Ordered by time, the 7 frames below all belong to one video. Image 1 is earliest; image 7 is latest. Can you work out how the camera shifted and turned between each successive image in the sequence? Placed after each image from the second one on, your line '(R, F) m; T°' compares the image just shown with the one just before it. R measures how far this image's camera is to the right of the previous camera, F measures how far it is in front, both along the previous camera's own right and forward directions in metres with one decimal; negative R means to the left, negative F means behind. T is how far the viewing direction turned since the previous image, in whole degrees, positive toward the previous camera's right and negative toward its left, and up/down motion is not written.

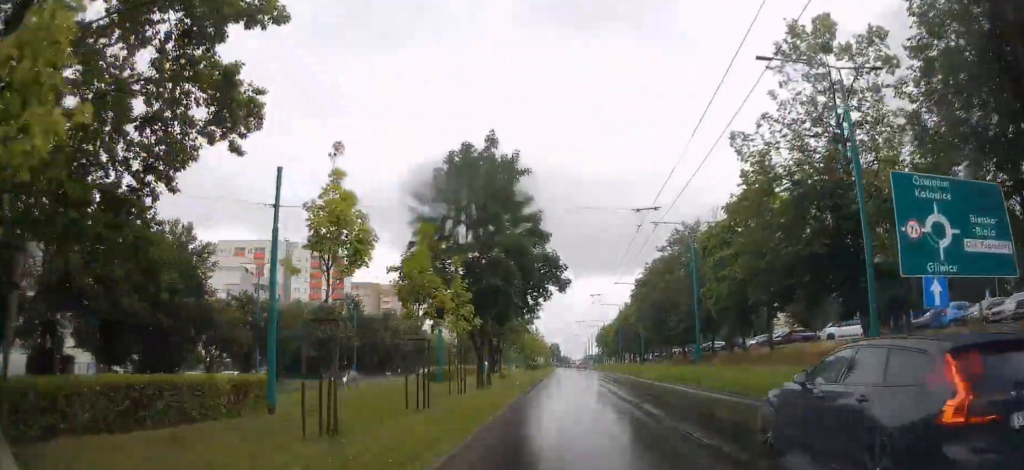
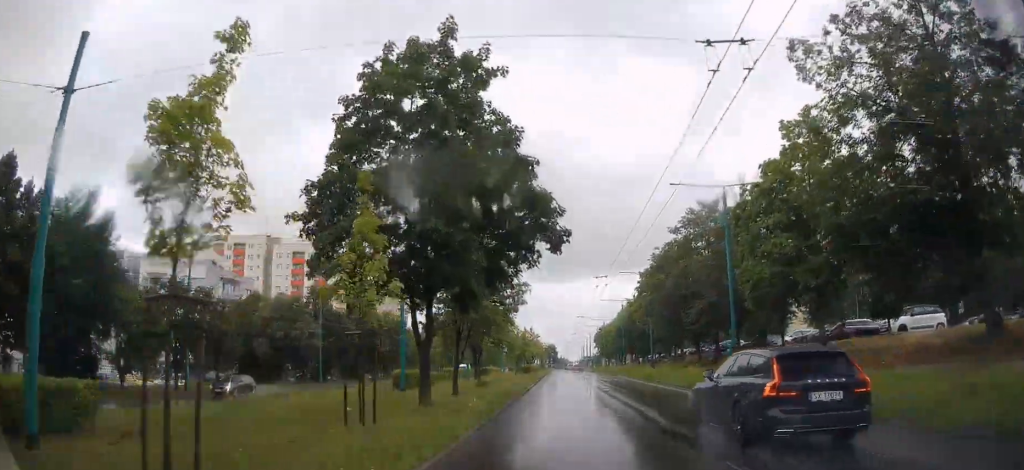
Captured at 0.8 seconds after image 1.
(+0.2, +10.4) m; 0°
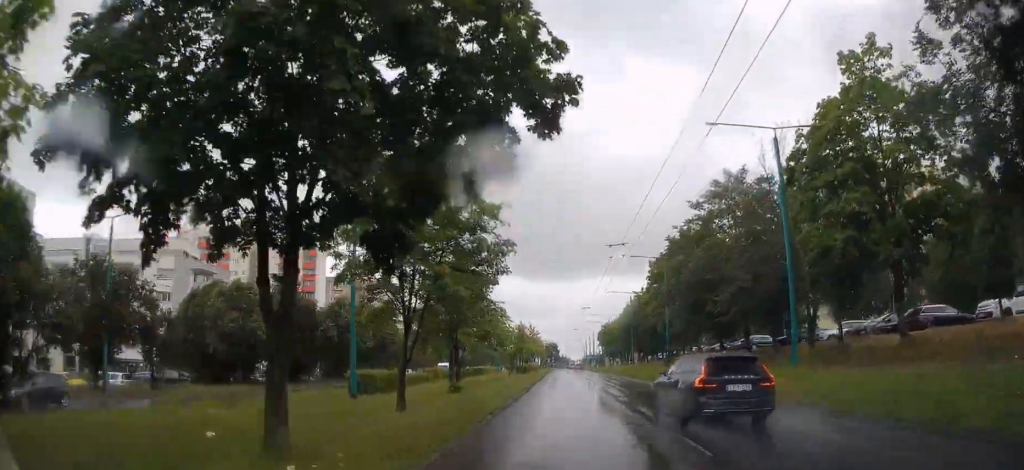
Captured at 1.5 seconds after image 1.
(-0.2, +9.4) m; -1°
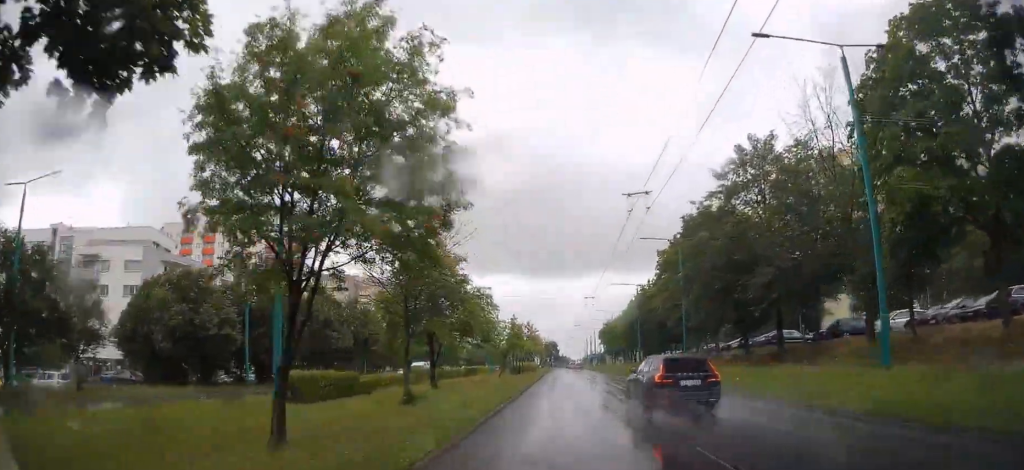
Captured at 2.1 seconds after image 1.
(0.0, +7.9) m; 0°
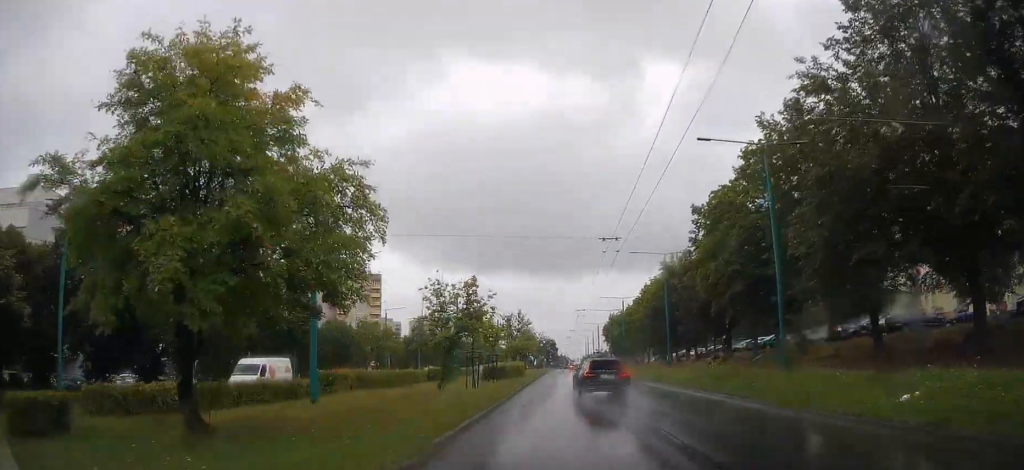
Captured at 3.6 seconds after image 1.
(+0.4, +22.1) m; +2°
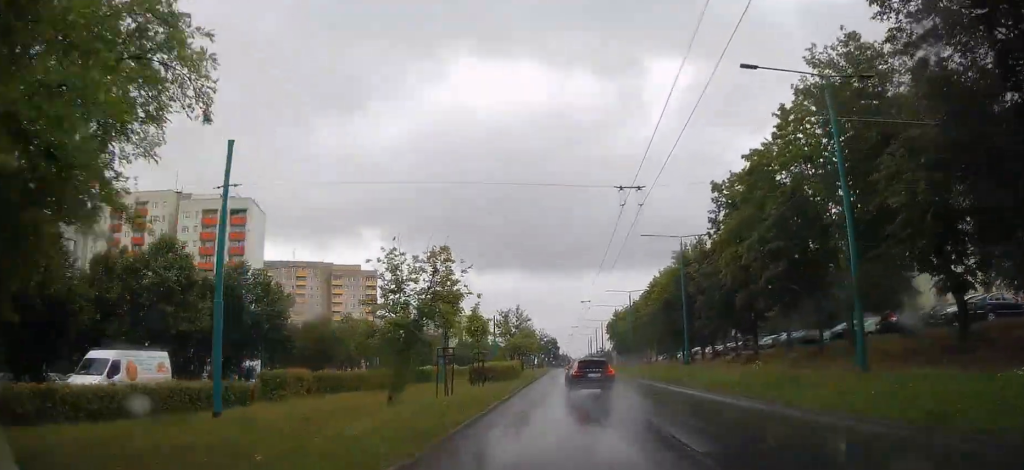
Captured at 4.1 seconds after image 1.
(0.0, +7.1) m; 0°
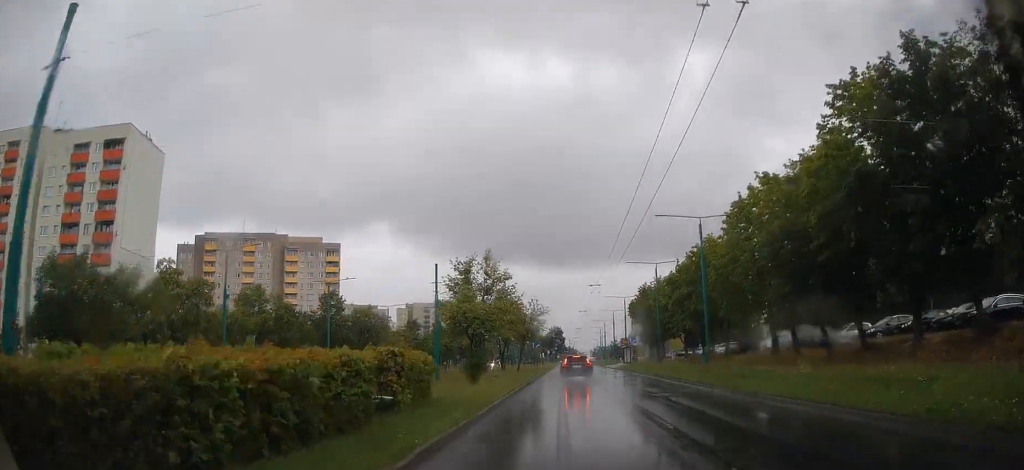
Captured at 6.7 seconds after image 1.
(-0.9, +39.8) m; -1°
